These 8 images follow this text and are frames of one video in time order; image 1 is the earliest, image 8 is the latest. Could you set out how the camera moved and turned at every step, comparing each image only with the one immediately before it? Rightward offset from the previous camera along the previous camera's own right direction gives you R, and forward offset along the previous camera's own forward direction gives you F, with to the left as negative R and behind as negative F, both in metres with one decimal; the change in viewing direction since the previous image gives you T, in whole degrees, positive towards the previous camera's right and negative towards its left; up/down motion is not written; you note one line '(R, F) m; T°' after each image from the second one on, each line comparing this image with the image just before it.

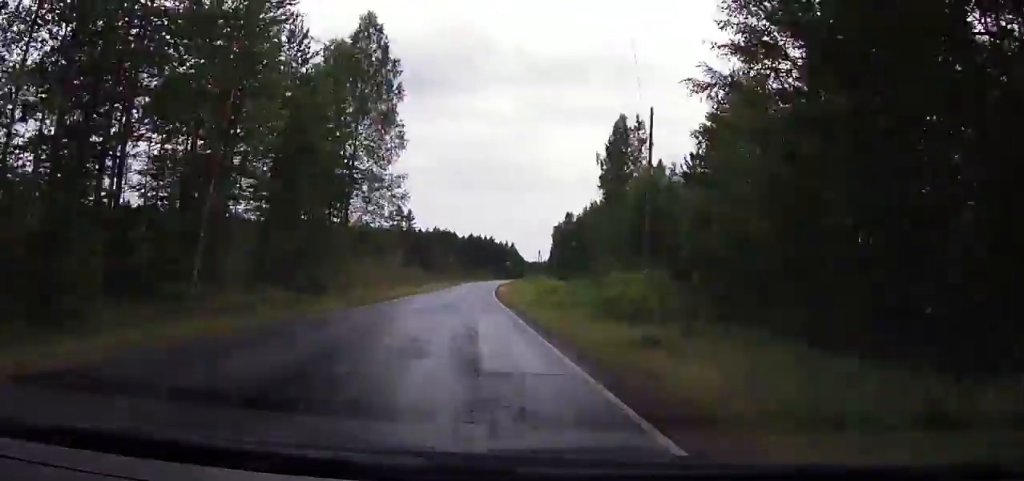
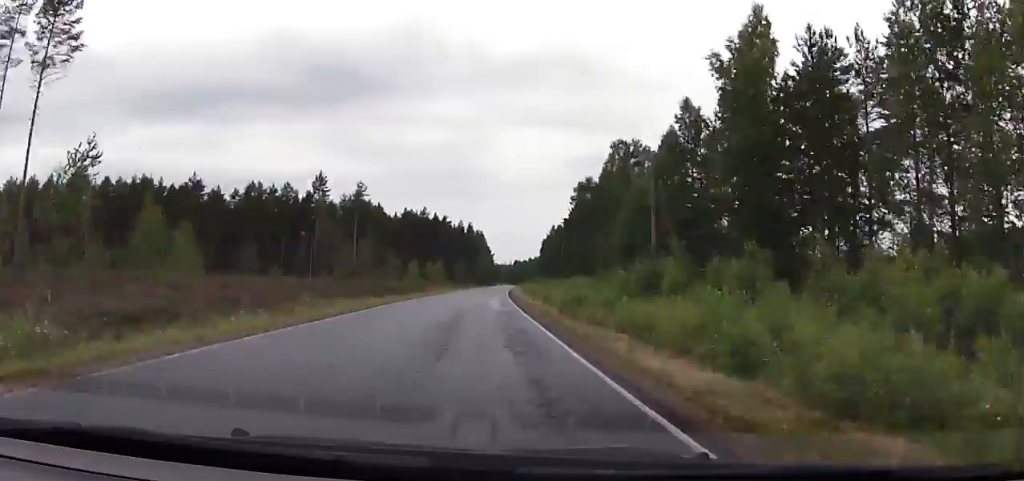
(+2.5, +141.8) m; +2°
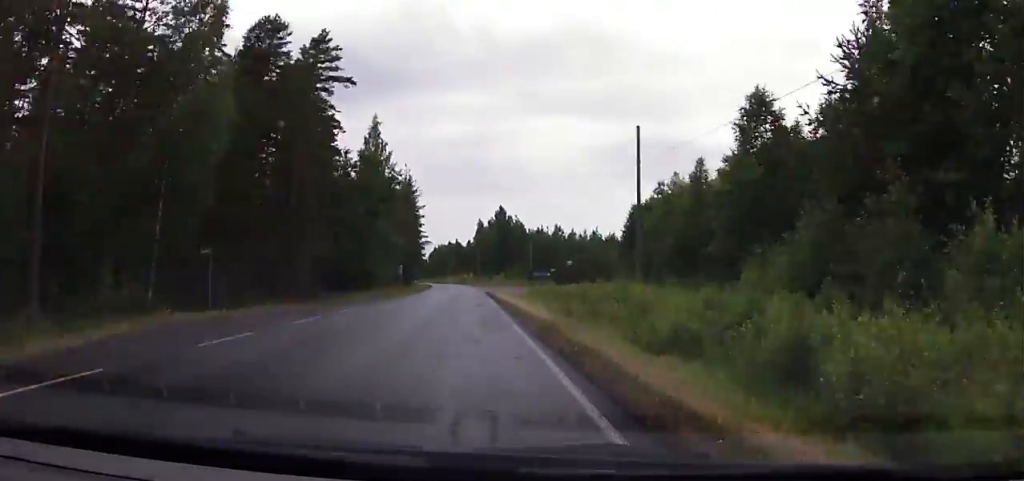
(+0.8, +396.1) m; +16°
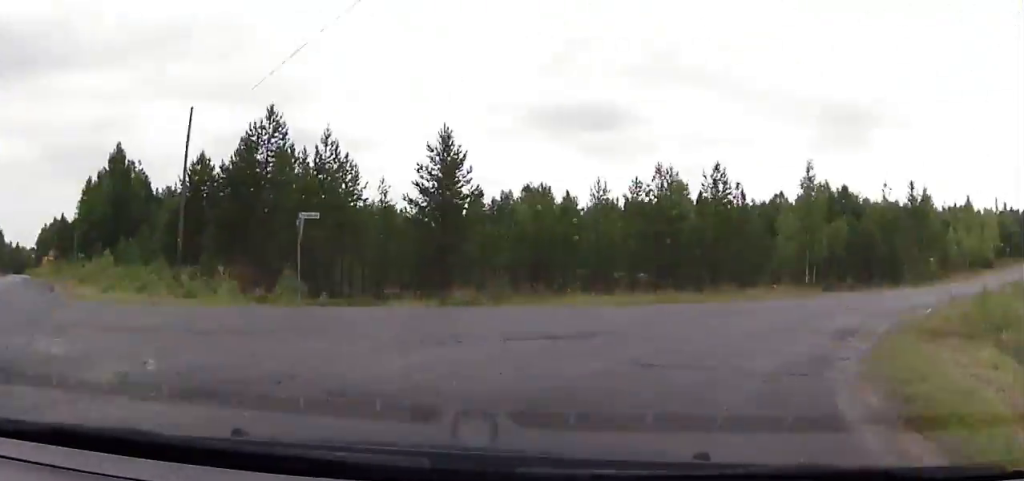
(+29.4, +78.2) m; +42°
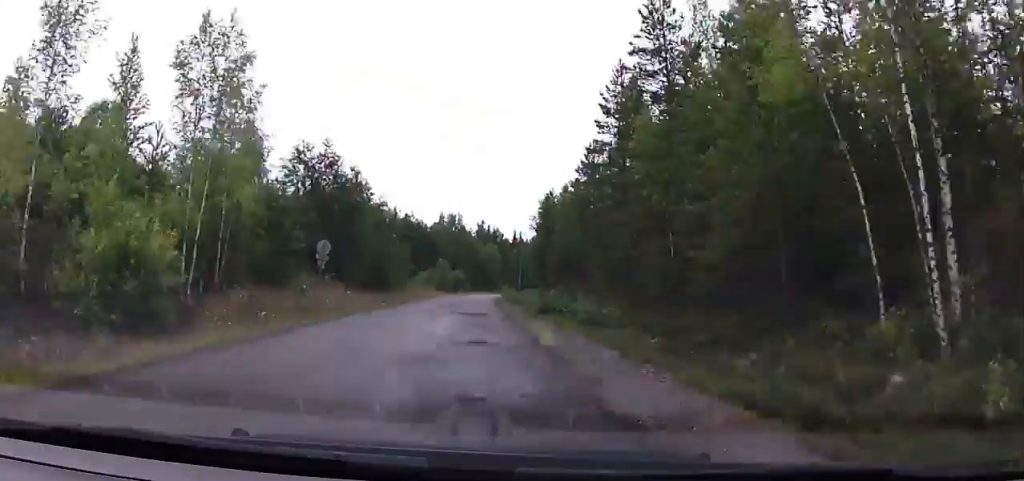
(+43.8, +98.2) m; +30°
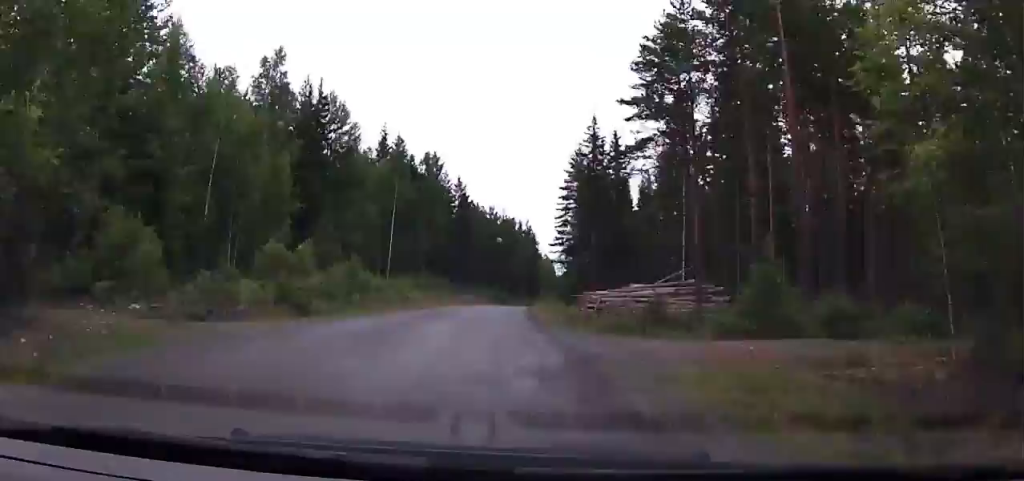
(+14.8, +110.4) m; +11°
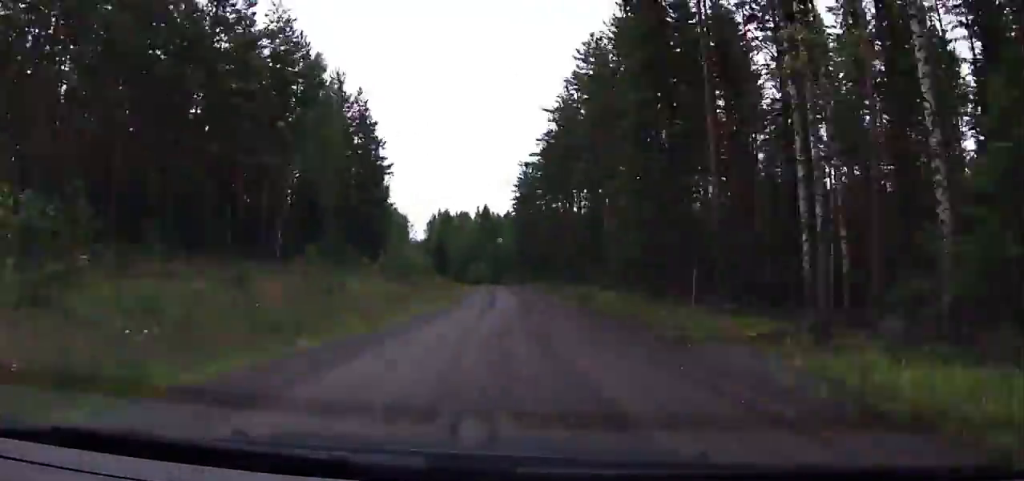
(+5.6, +95.2) m; +3°
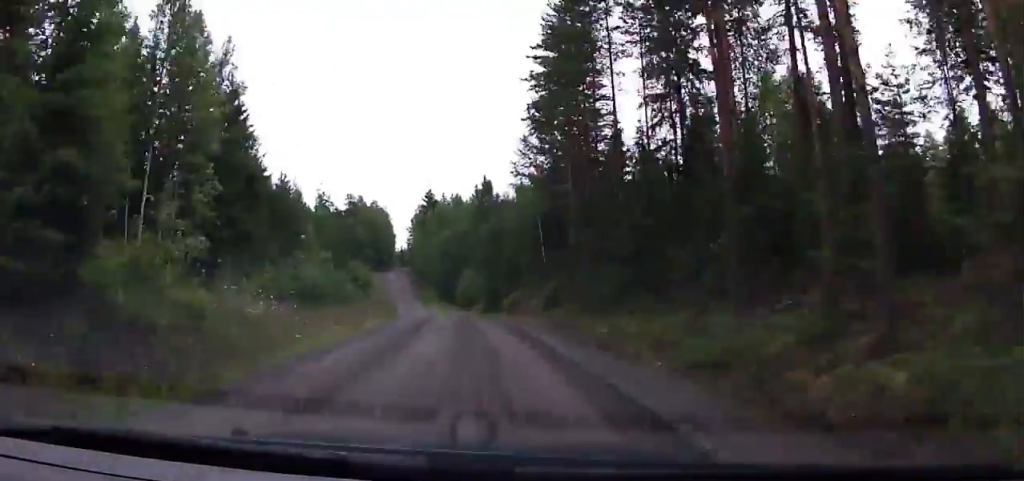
(+4.0, +63.4) m; 0°
